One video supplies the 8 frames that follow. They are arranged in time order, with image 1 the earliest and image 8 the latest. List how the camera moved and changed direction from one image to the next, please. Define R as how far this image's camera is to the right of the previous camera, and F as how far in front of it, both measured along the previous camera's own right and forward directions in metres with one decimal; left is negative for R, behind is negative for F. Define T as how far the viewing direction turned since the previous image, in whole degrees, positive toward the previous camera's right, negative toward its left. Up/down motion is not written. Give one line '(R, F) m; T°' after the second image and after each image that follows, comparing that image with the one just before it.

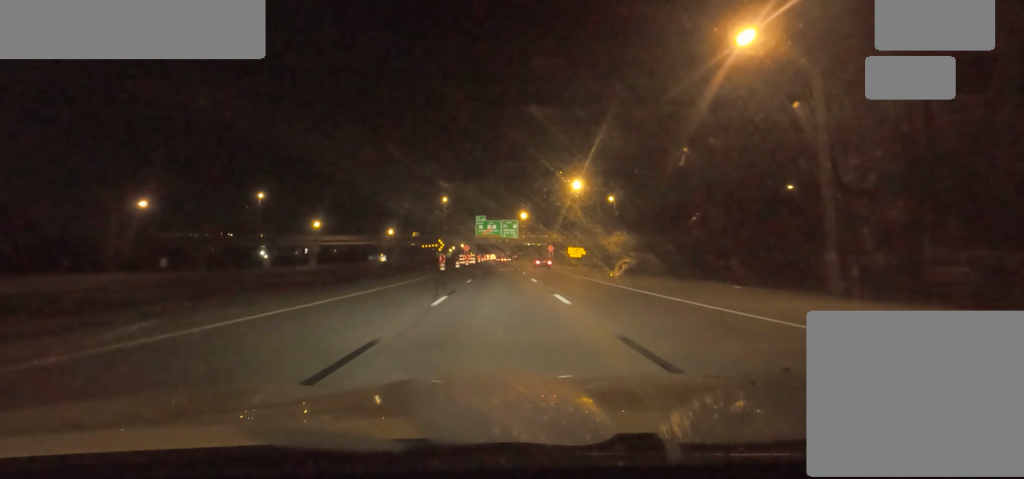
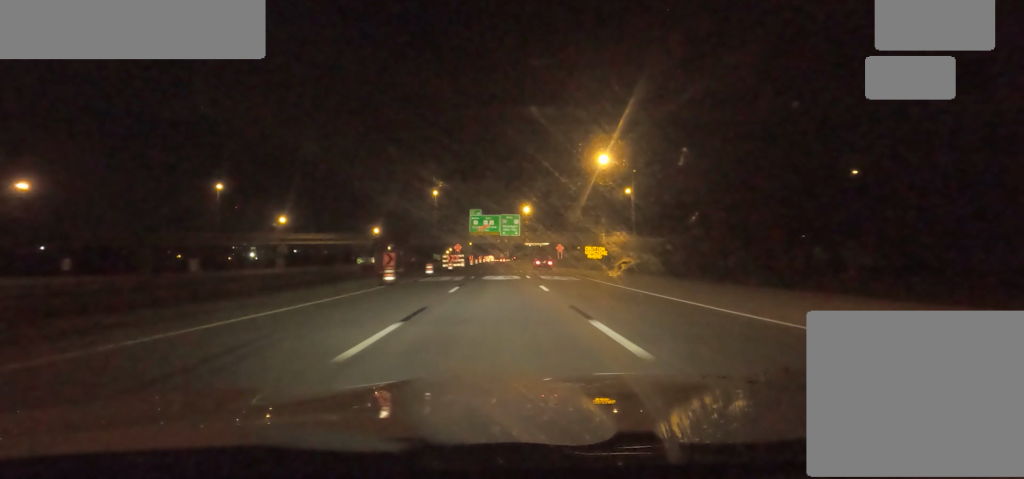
(+0.4, +22.2) m; +2°
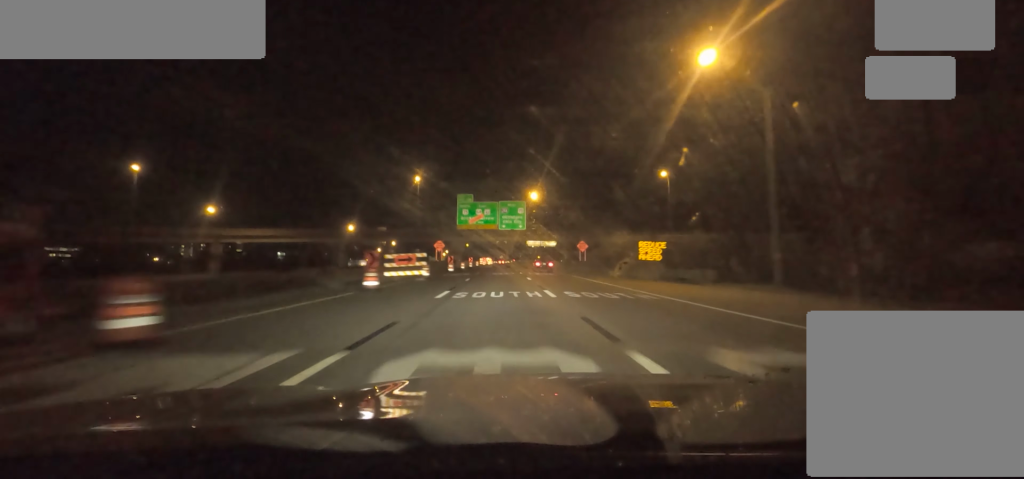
(+0.2, +30.4) m; -1°
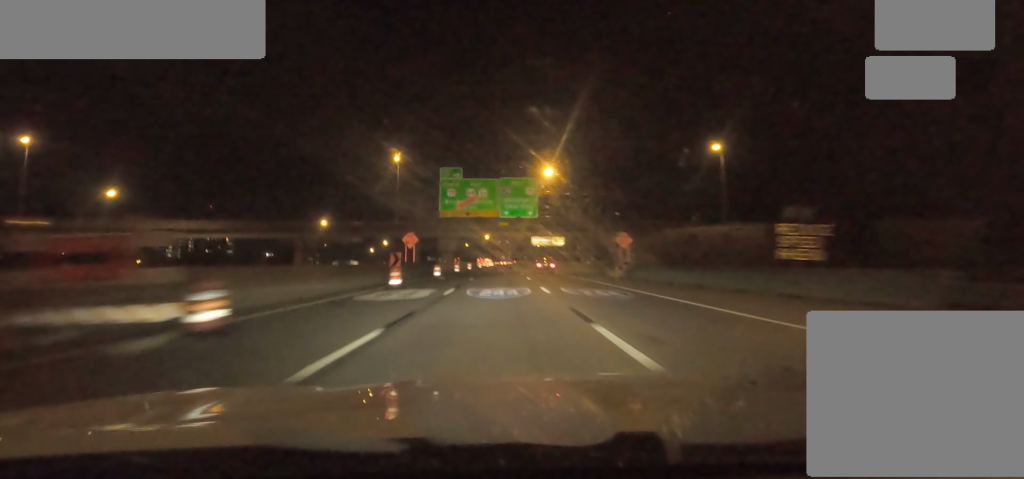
(-0.5, +24.3) m; -1°
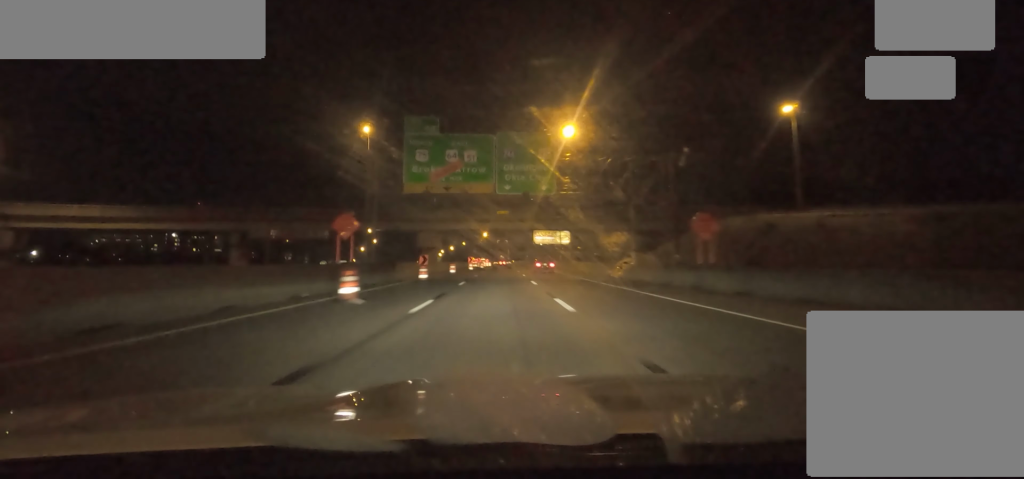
(+0.1, +20.4) m; 0°
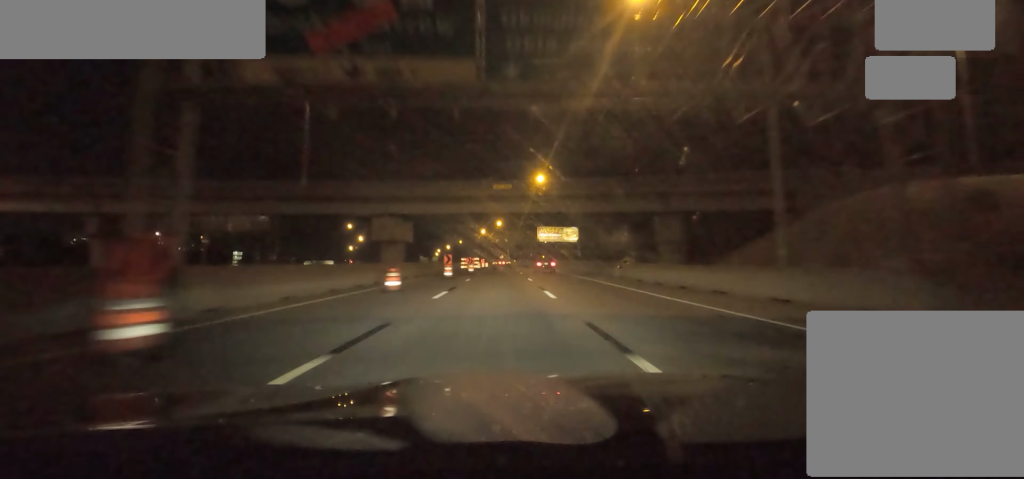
(+0.1, +23.6) m; 0°
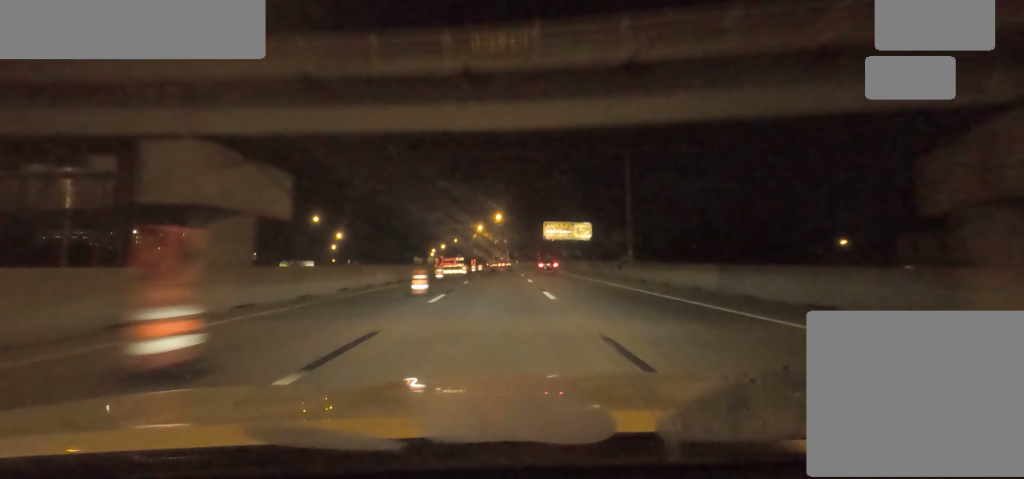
(-0.3, +28.6) m; 0°
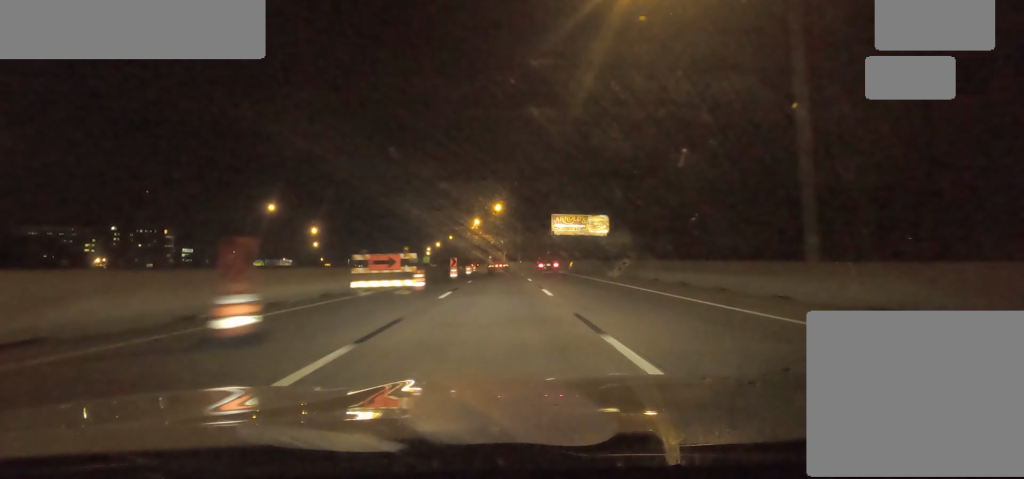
(+0.2, +24.8) m; +1°
